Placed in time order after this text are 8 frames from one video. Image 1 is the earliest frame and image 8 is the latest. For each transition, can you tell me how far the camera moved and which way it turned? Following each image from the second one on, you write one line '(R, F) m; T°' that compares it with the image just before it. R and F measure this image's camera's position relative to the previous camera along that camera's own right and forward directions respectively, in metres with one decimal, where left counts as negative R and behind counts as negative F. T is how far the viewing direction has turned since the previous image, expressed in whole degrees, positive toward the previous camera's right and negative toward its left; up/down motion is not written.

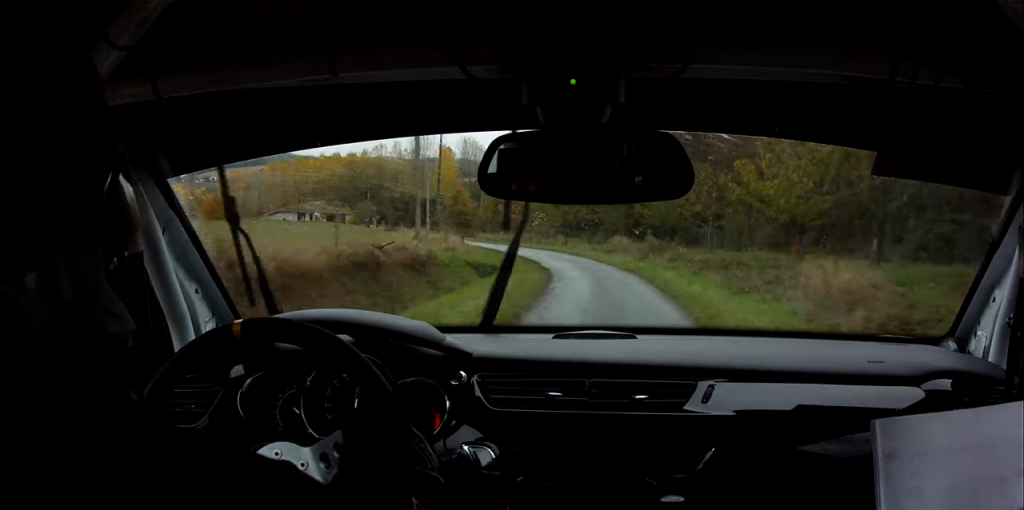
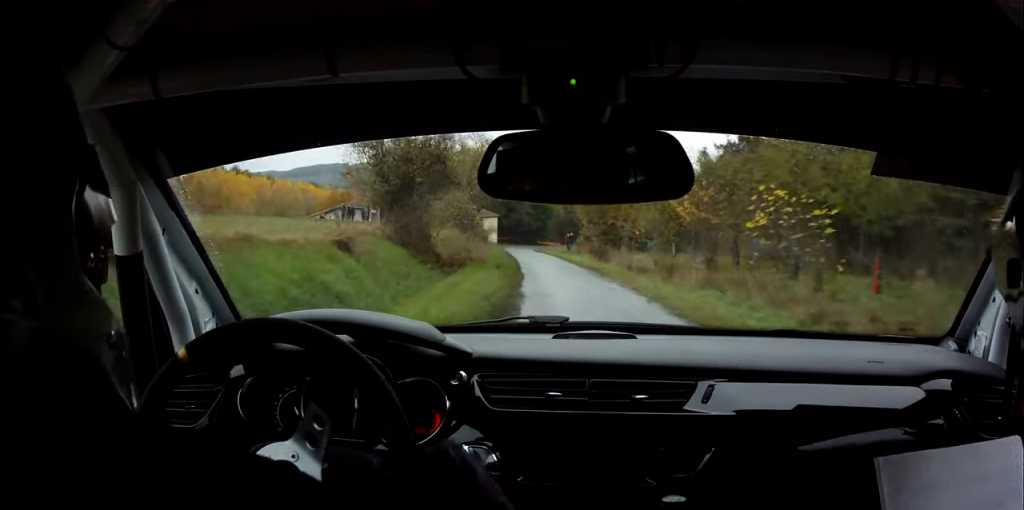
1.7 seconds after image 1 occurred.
(-4.9, +48.0) m; -14°
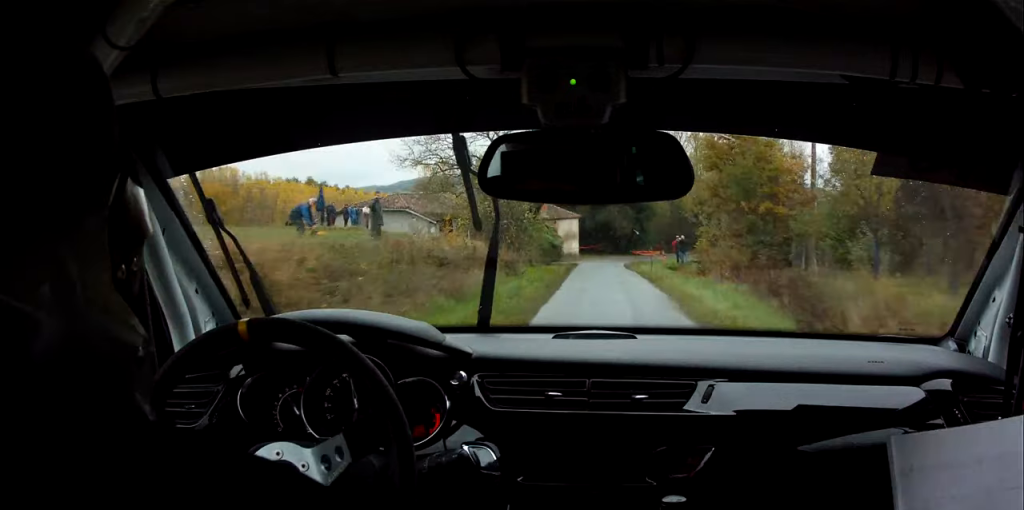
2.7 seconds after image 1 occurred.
(-2.0, +25.5) m; -6°
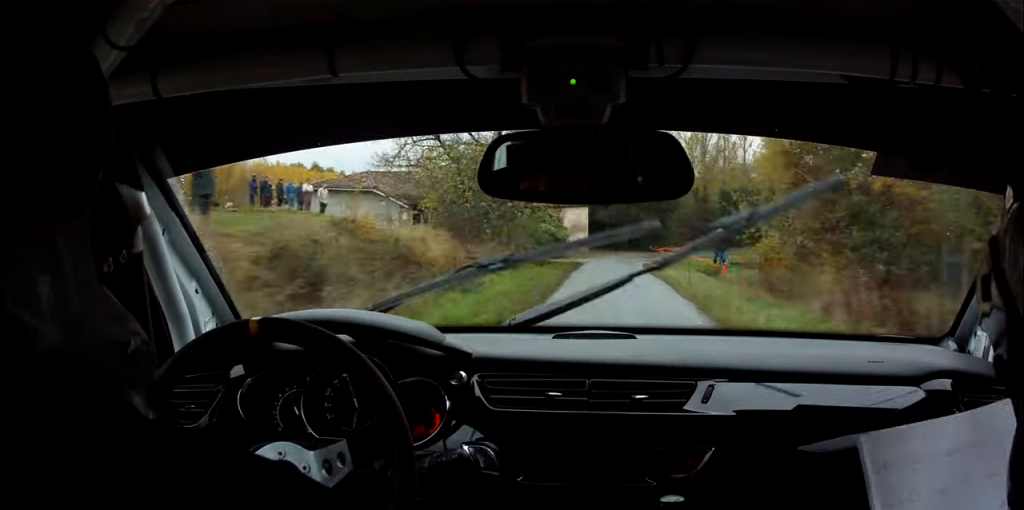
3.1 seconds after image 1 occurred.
(-0.2, +10.2) m; -1°
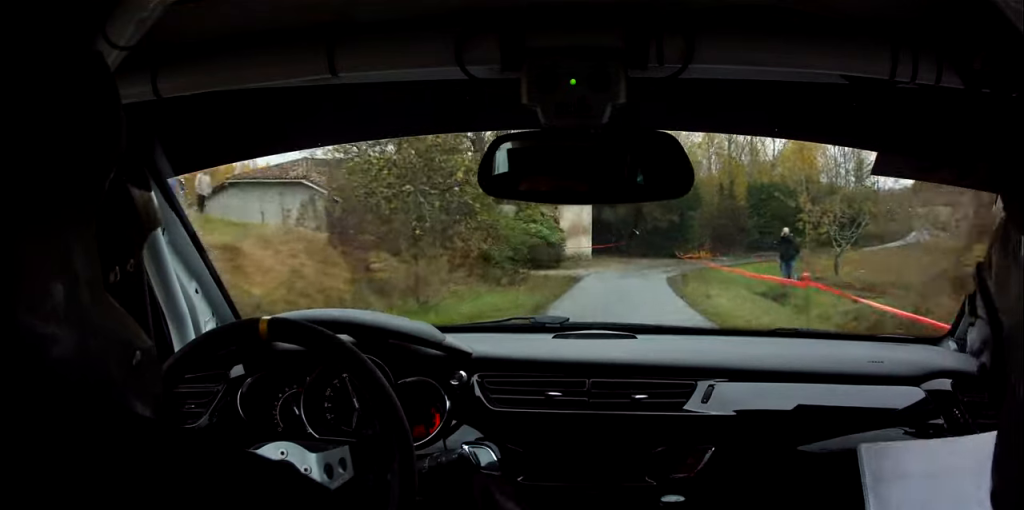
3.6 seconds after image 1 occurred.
(0.0, +10.9) m; +1°
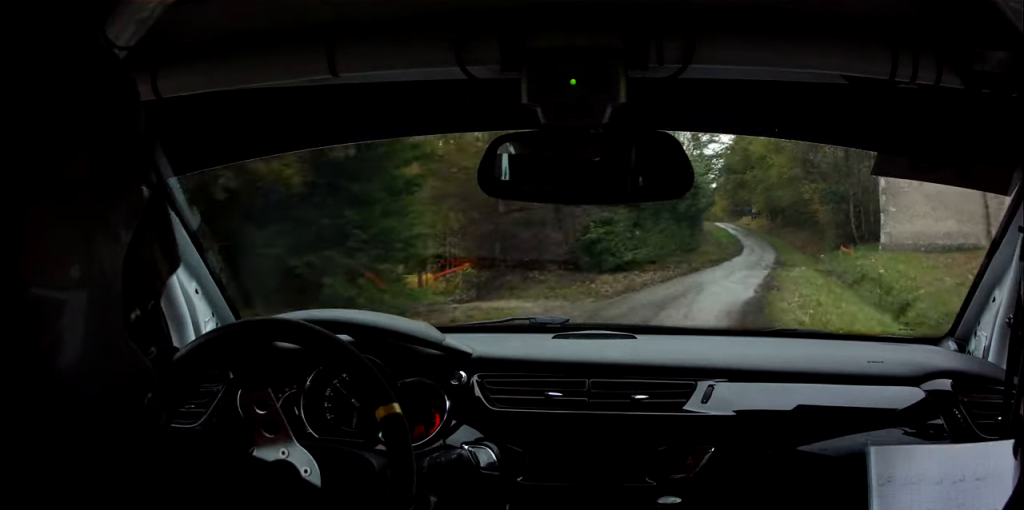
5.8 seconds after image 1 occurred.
(+3.9, +42.3) m; +15°
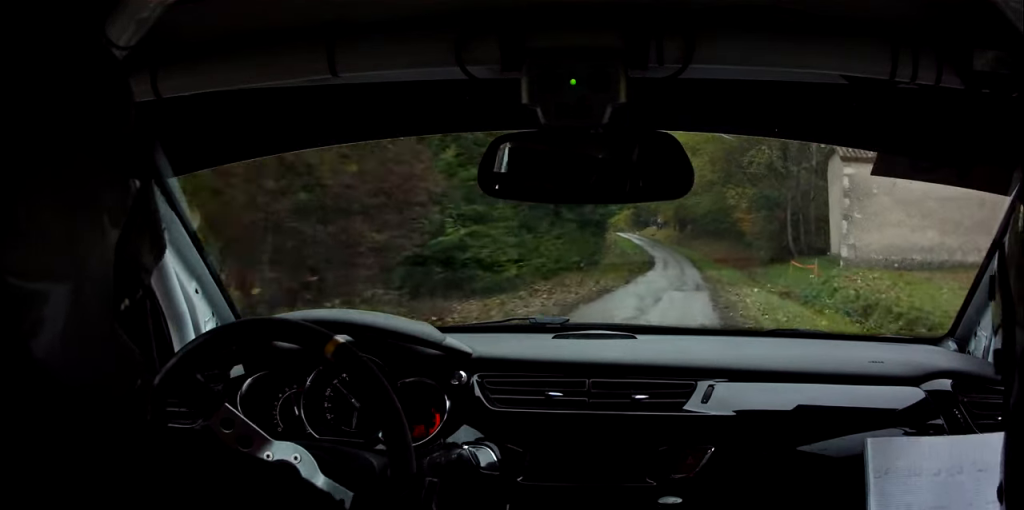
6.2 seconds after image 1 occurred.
(-0.1, +8.7) m; +5°
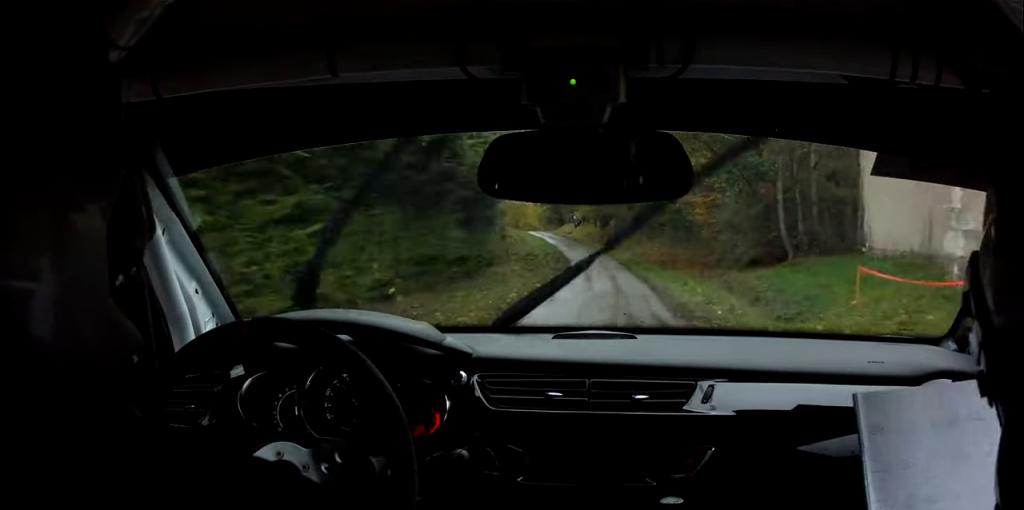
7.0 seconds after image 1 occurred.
(+1.8, +16.3) m; +8°
